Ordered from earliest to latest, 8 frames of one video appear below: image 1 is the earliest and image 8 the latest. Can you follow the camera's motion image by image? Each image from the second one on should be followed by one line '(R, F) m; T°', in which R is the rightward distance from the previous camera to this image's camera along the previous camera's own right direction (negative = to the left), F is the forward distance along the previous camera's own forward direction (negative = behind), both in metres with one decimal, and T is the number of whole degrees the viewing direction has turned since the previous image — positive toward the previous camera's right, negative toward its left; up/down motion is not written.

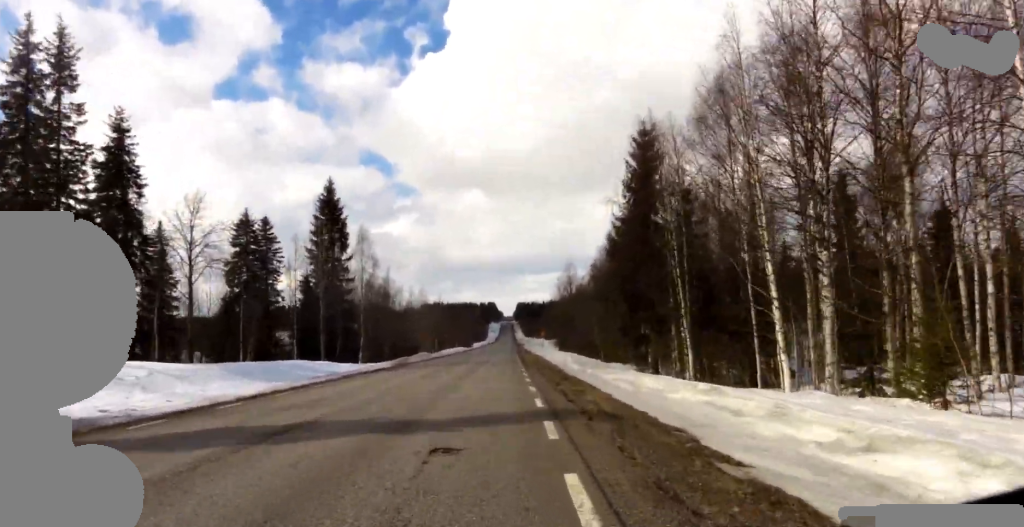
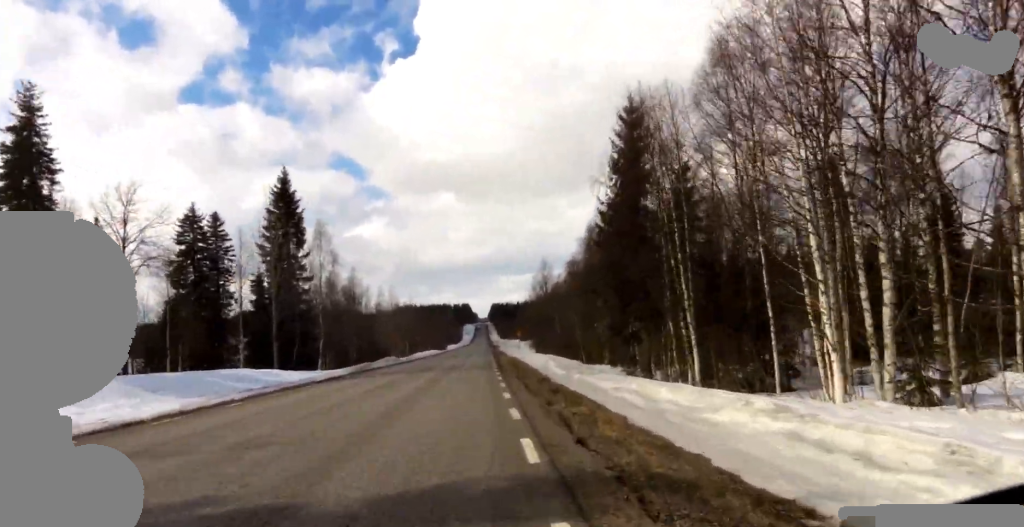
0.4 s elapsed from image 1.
(+0.3, +4.3) m; +1°
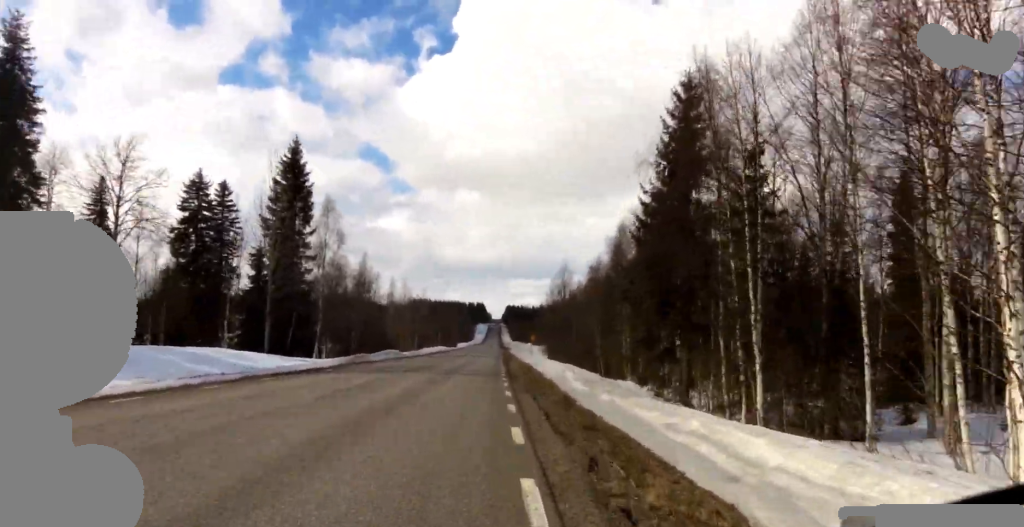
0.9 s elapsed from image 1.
(+0.5, +4.7) m; +1°
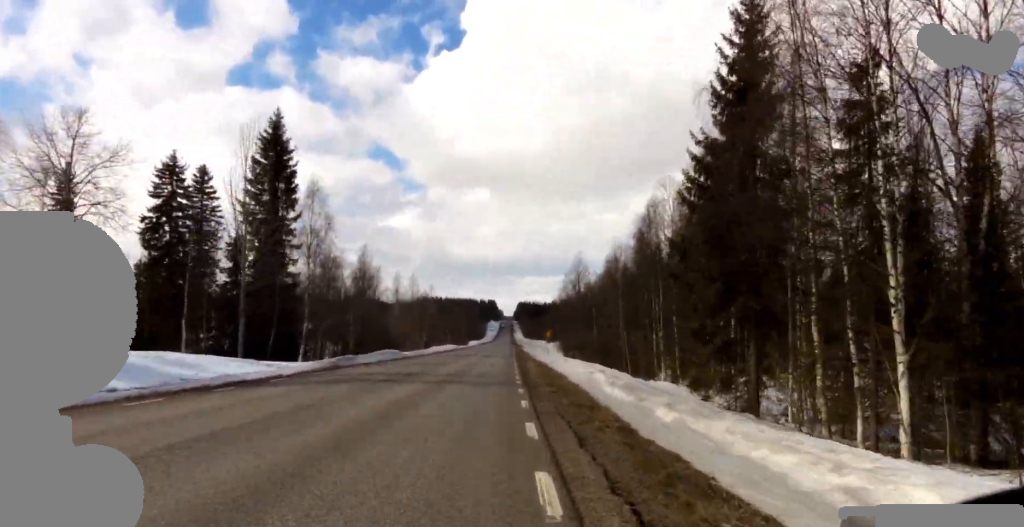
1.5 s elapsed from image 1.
(-0.1, +6.0) m; -3°
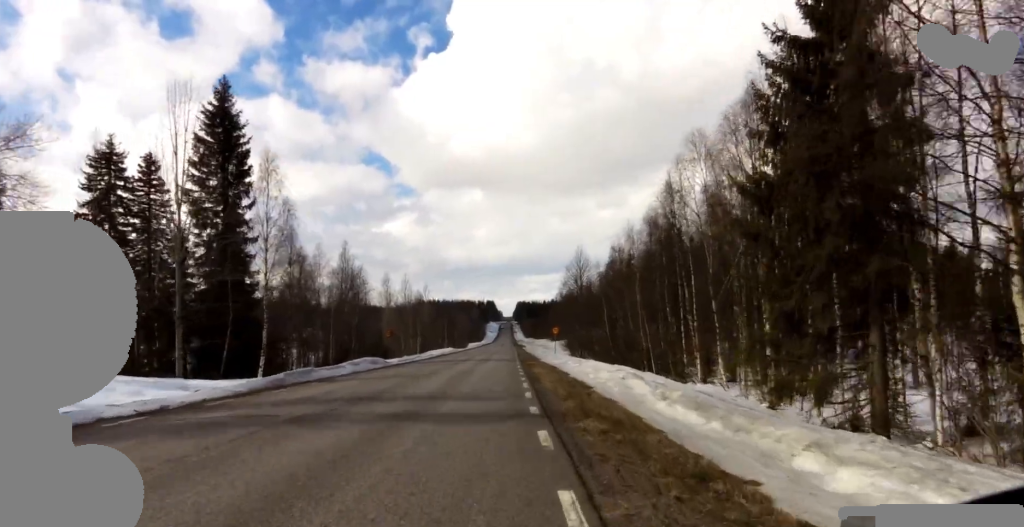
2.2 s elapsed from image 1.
(-0.4, +6.7) m; -5°
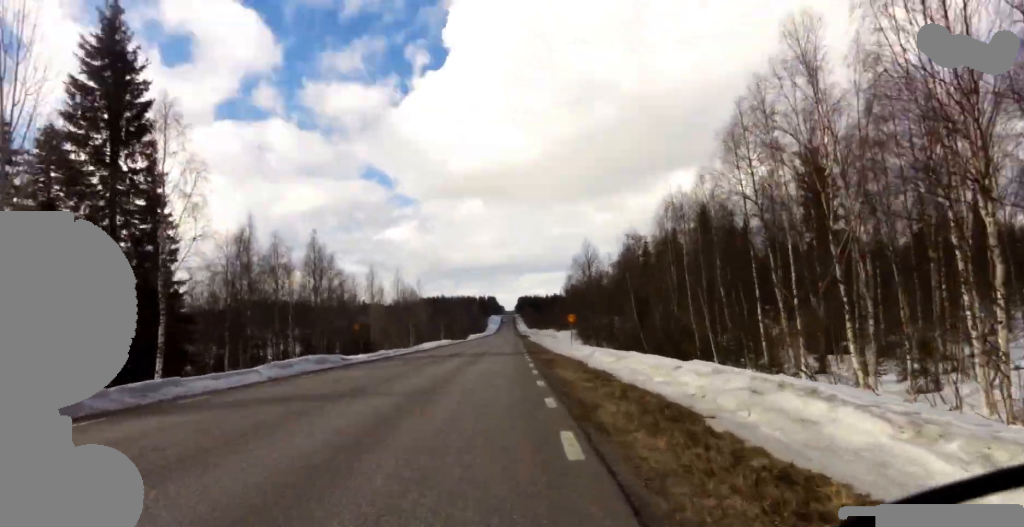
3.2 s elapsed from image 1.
(-0.3, +10.5) m; -2°
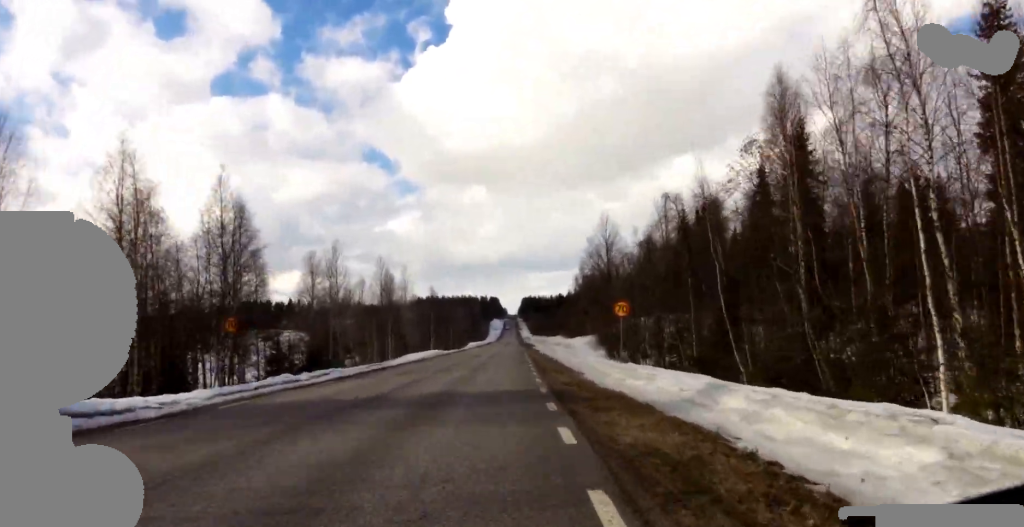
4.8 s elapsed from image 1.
(-0.2, +17.2) m; +5°
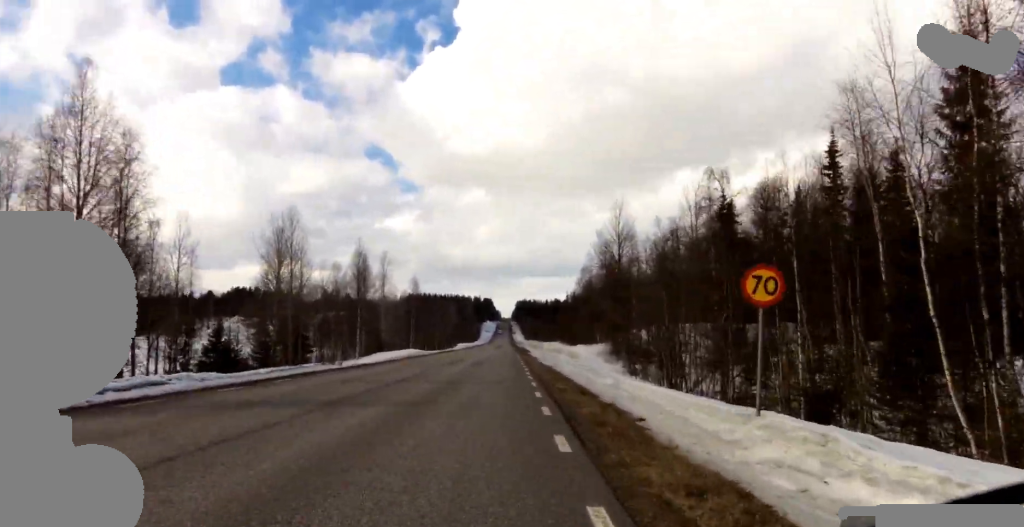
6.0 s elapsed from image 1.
(+1.4, +12.3) m; +3°
